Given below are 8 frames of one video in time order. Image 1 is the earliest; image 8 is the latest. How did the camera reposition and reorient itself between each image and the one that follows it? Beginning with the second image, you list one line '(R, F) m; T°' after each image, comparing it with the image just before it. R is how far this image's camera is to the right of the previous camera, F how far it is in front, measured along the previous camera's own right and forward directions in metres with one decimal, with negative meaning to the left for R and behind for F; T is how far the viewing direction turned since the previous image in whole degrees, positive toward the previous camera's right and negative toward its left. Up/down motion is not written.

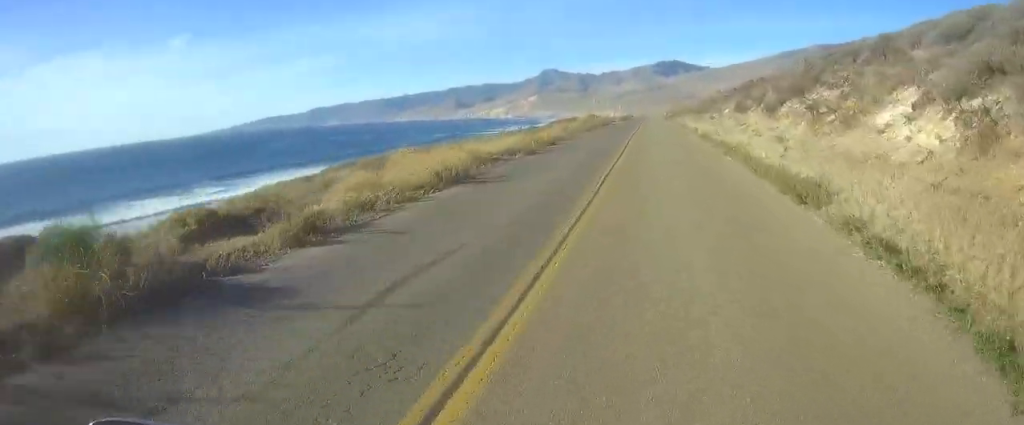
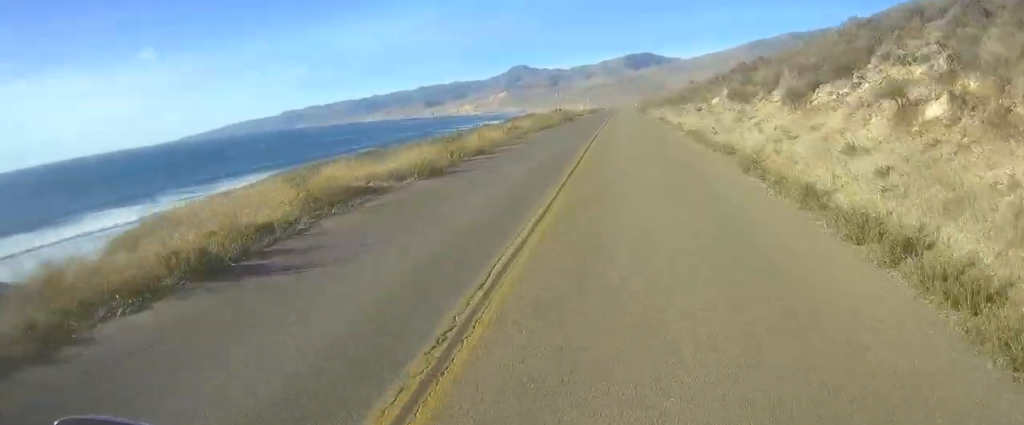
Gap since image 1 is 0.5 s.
(+0.2, +9.9) m; +1°
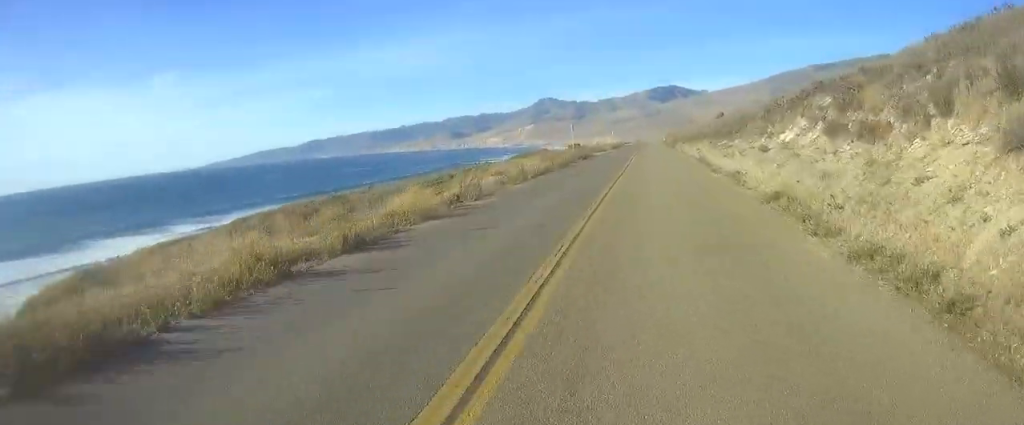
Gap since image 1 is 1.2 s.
(+0.1, +13.0) m; 0°
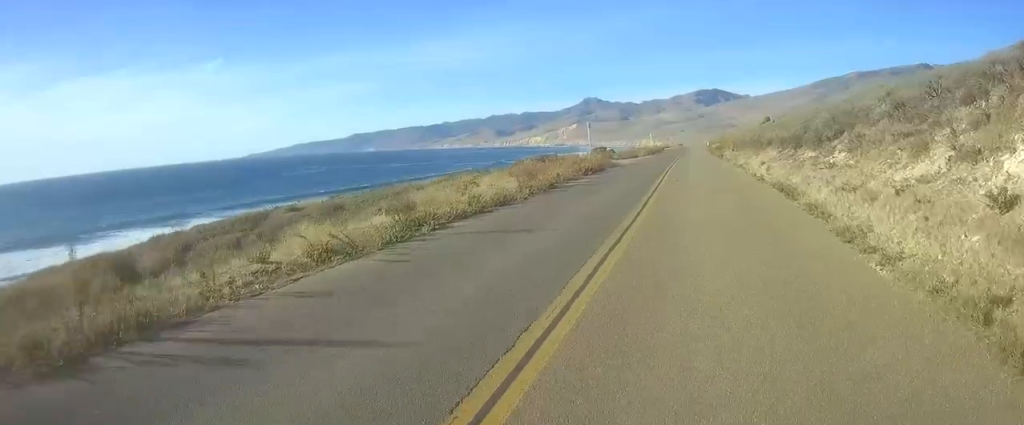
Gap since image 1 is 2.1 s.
(0.0, +16.6) m; -2°
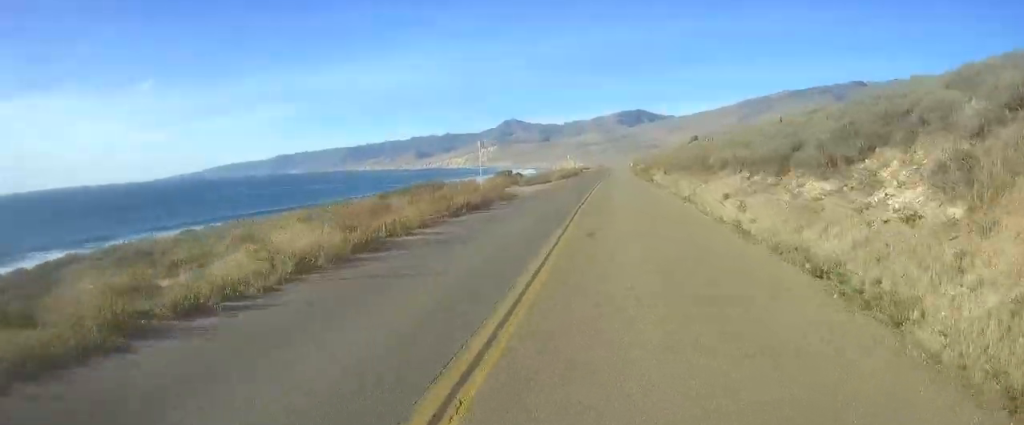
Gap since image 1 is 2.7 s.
(-0.3, +10.6) m; -1°
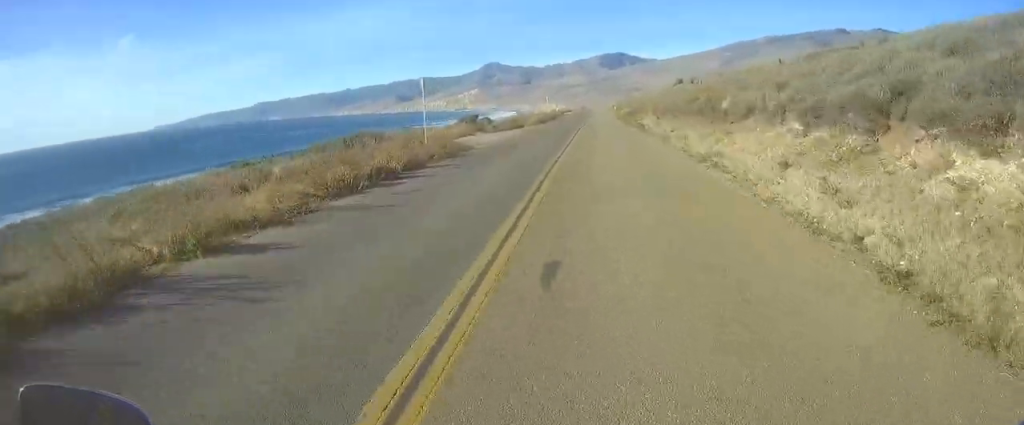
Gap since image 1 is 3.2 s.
(-0.1, +8.2) m; -1°
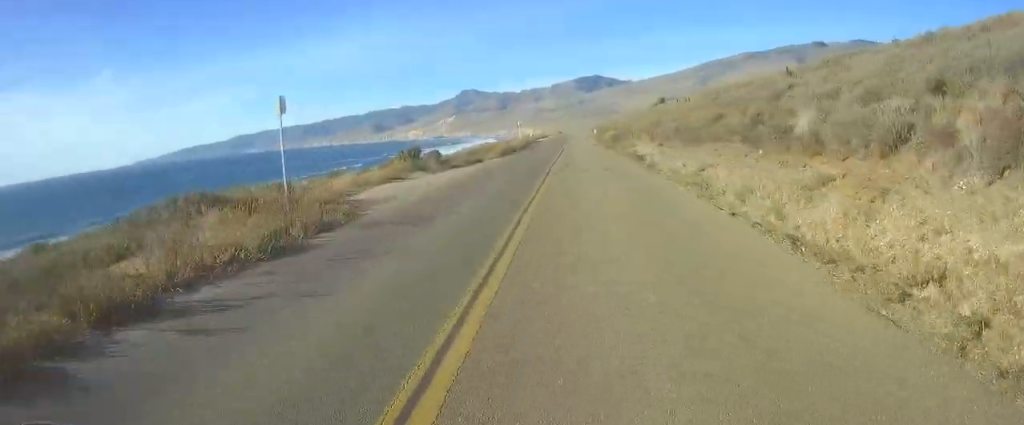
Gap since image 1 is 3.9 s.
(0.0, +11.6) m; 0°
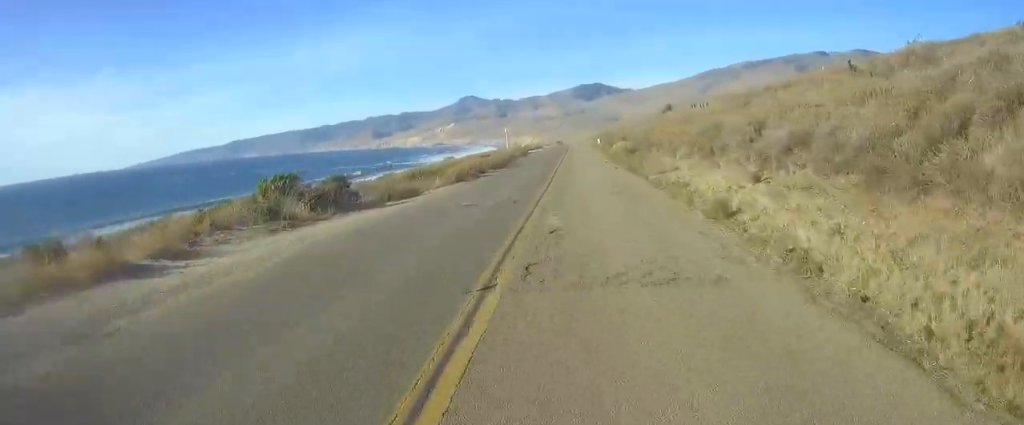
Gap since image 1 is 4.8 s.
(+0.1, +17.3) m; +1°
